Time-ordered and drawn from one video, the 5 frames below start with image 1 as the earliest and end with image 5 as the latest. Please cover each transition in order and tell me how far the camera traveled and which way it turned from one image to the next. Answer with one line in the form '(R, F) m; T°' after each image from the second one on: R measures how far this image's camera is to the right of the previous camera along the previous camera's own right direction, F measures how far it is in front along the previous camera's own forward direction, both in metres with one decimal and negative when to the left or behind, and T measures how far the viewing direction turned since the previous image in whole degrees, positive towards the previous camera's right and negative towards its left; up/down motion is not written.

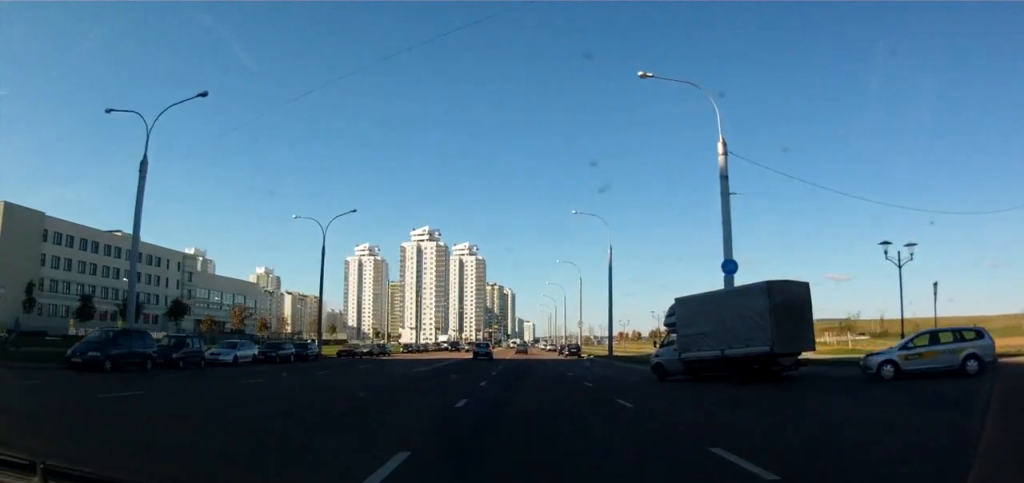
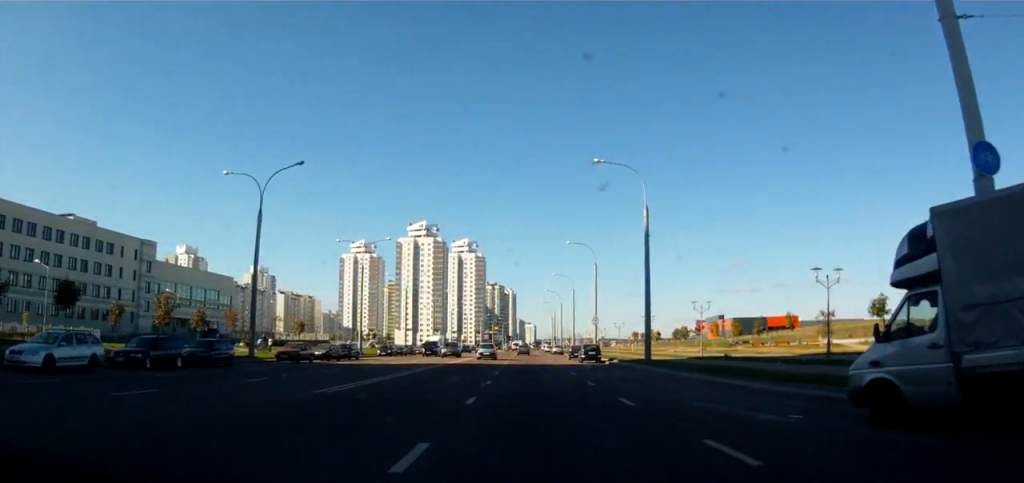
(0.0, +15.7) m; +2°
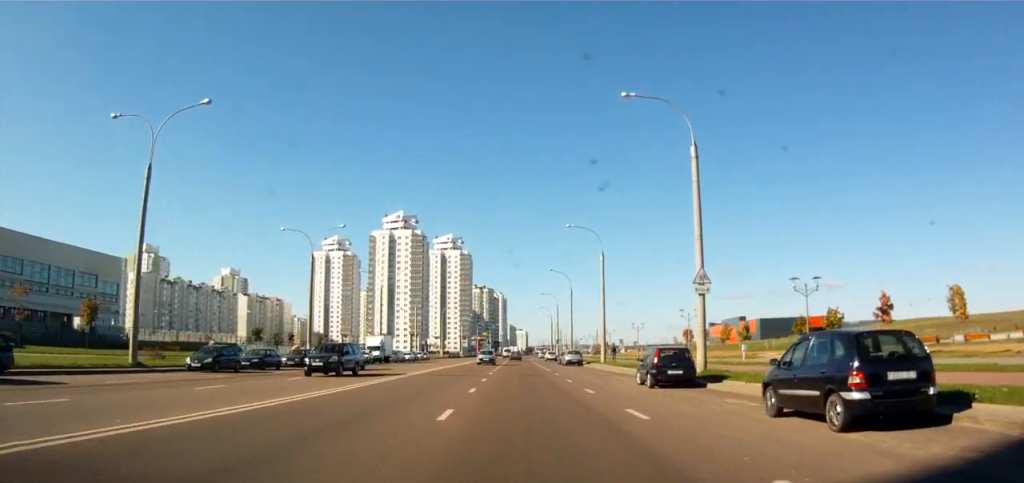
(+0.3, +42.5) m; 0°
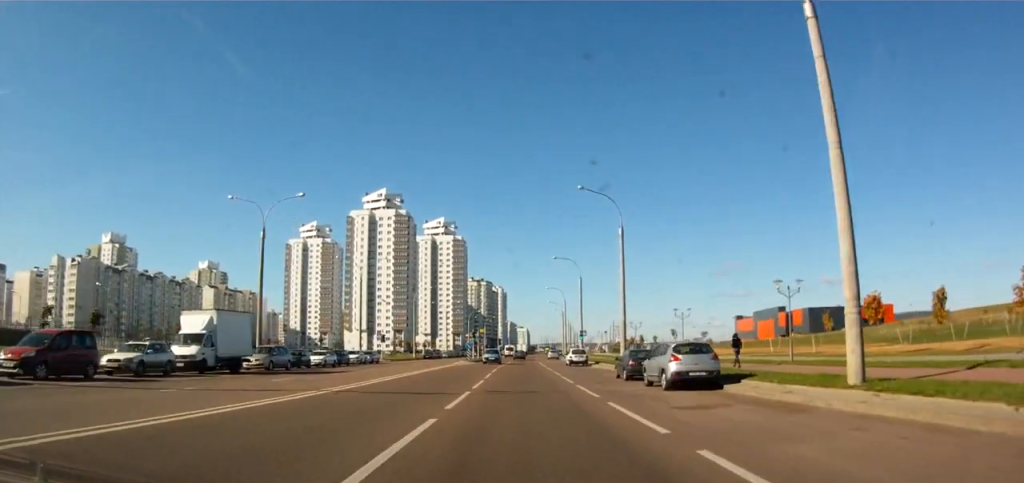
(-0.7, +41.2) m; -2°
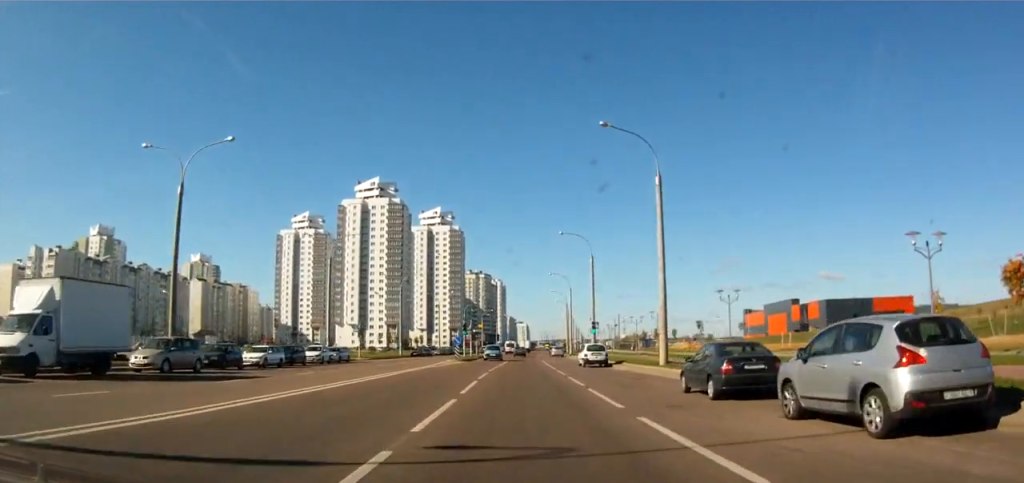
(0.0, +12.7) m; 0°
